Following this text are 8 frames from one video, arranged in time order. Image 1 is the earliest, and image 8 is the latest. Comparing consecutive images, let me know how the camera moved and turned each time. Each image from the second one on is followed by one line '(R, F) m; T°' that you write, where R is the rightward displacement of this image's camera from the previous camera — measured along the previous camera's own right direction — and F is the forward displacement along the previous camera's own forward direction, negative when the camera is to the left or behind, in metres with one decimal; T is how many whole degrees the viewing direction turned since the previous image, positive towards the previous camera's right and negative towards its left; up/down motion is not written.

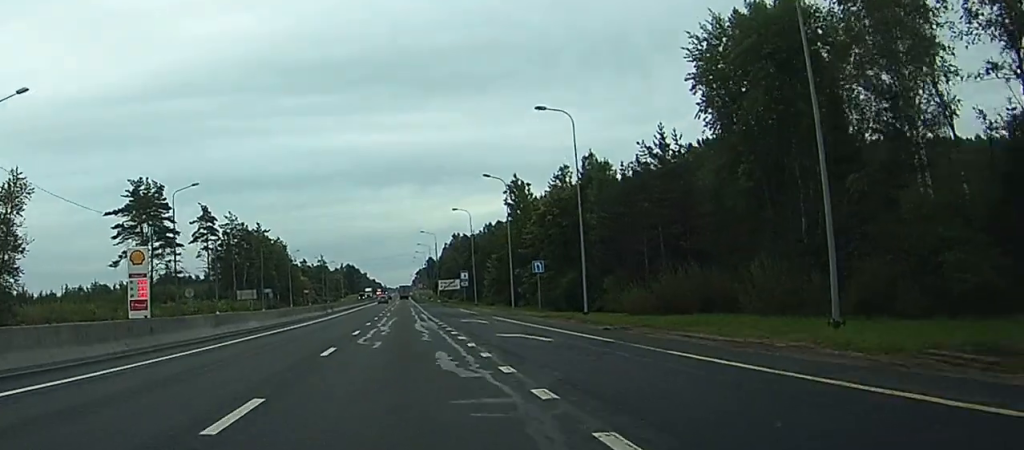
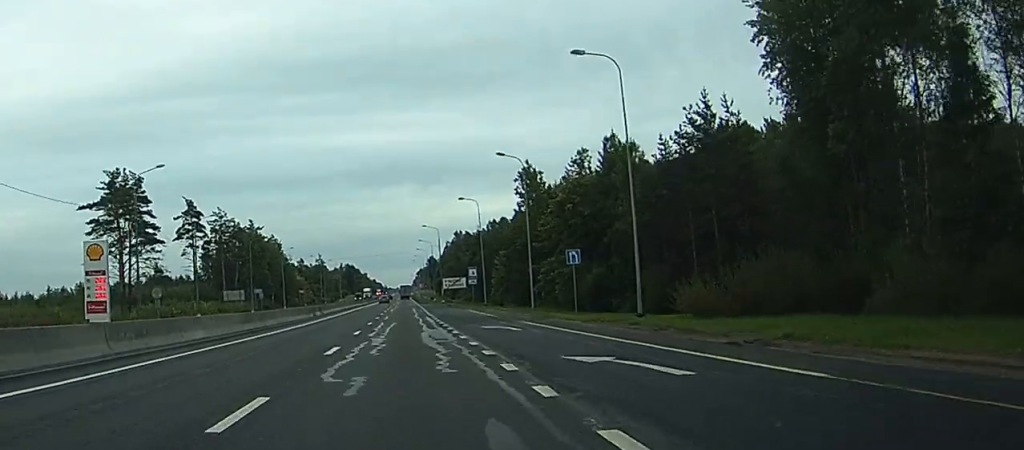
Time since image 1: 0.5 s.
(+0.1, +12.1) m; 0°
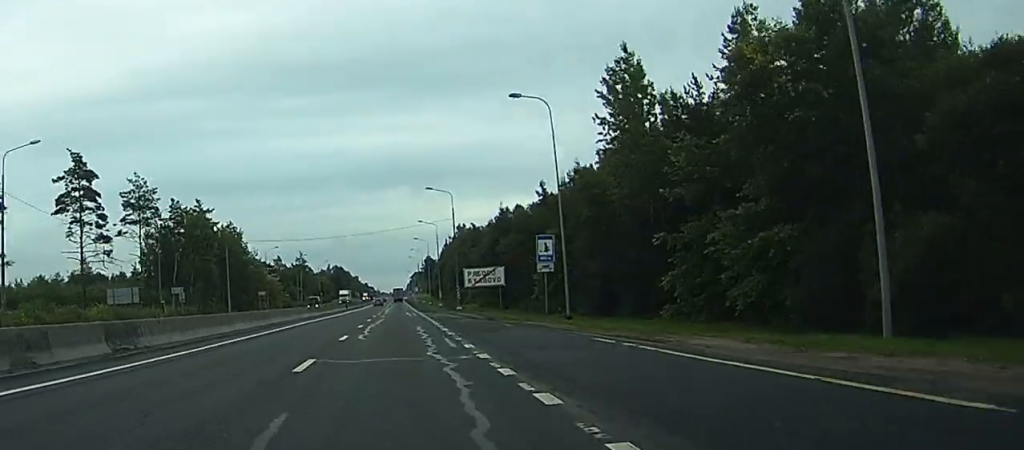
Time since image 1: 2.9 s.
(+0.1, +52.2) m; 0°
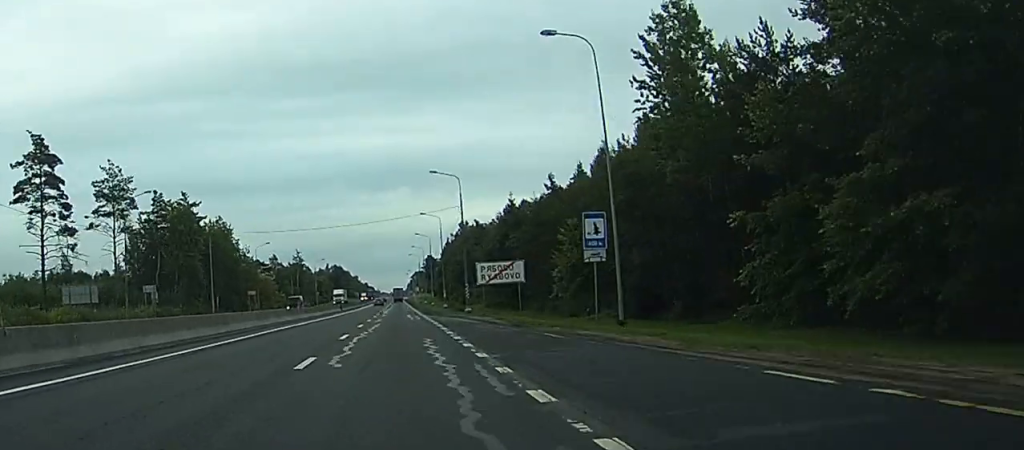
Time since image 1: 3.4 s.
(0.0, +11.6) m; 0°
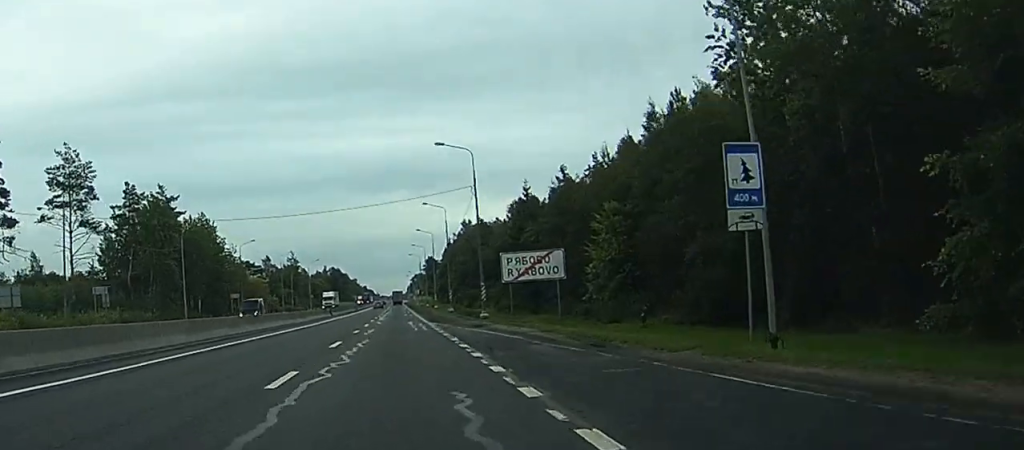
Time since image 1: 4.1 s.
(0.0, +15.2) m; 0°
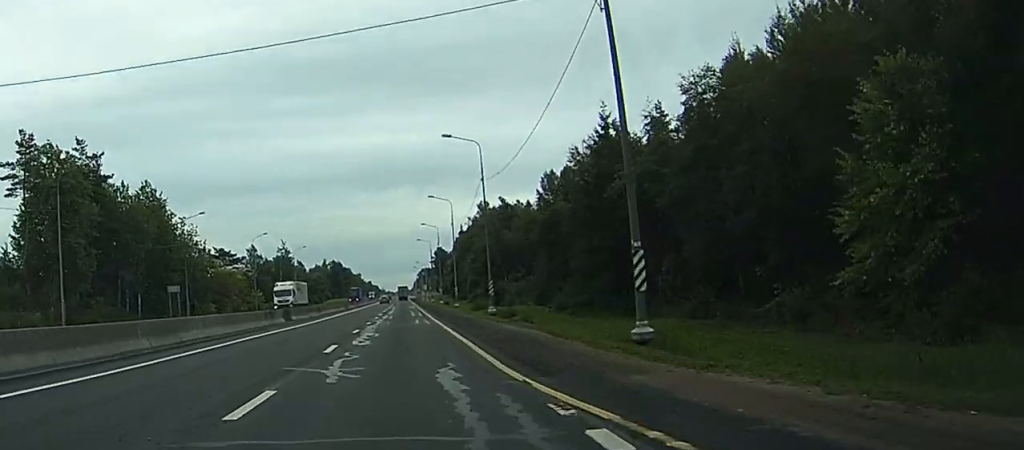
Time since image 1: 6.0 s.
(+0.2, +39.9) m; +1°
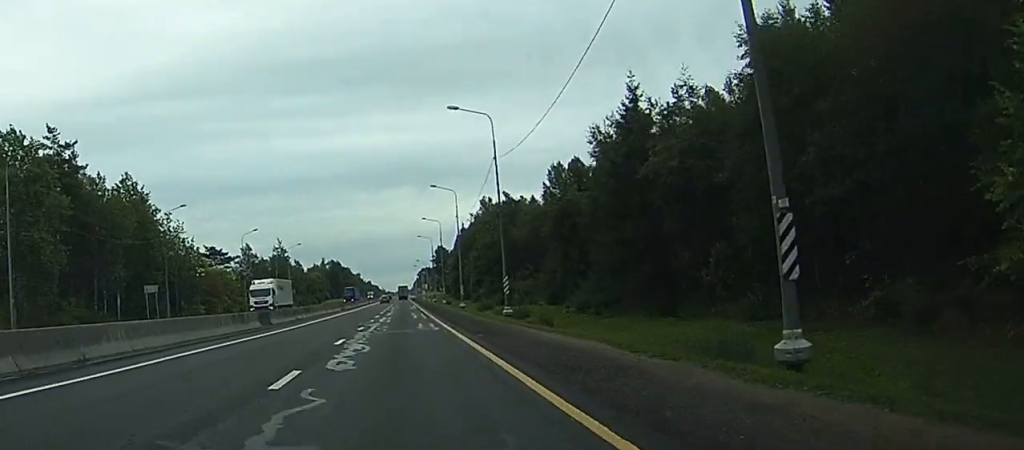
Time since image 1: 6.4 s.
(0.0, +8.7) m; 0°
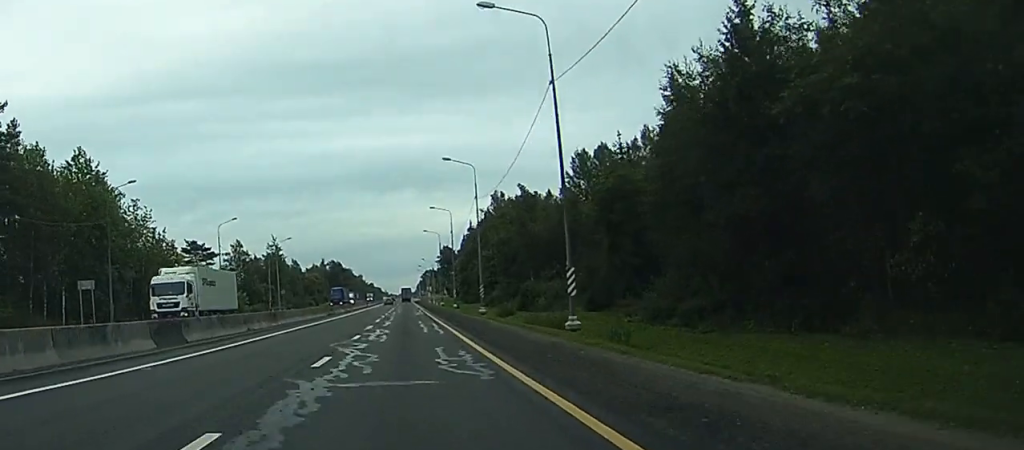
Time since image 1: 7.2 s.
(0.0, +19.0) m; 0°
